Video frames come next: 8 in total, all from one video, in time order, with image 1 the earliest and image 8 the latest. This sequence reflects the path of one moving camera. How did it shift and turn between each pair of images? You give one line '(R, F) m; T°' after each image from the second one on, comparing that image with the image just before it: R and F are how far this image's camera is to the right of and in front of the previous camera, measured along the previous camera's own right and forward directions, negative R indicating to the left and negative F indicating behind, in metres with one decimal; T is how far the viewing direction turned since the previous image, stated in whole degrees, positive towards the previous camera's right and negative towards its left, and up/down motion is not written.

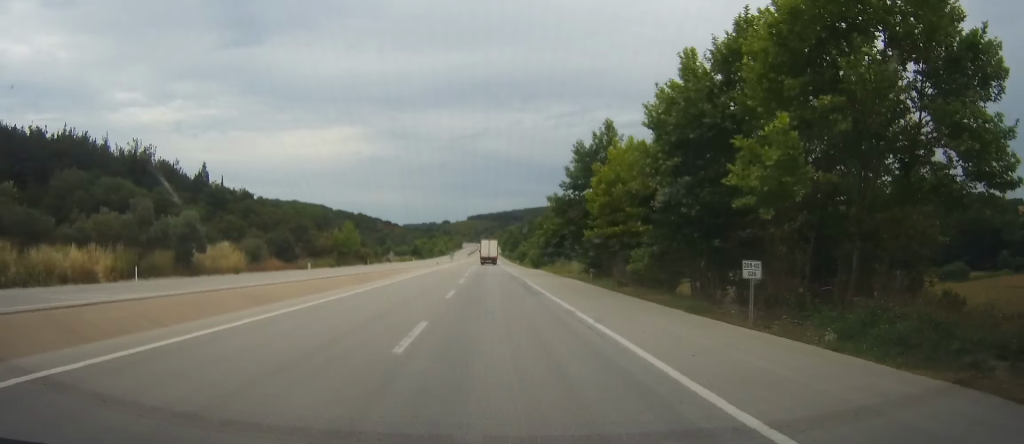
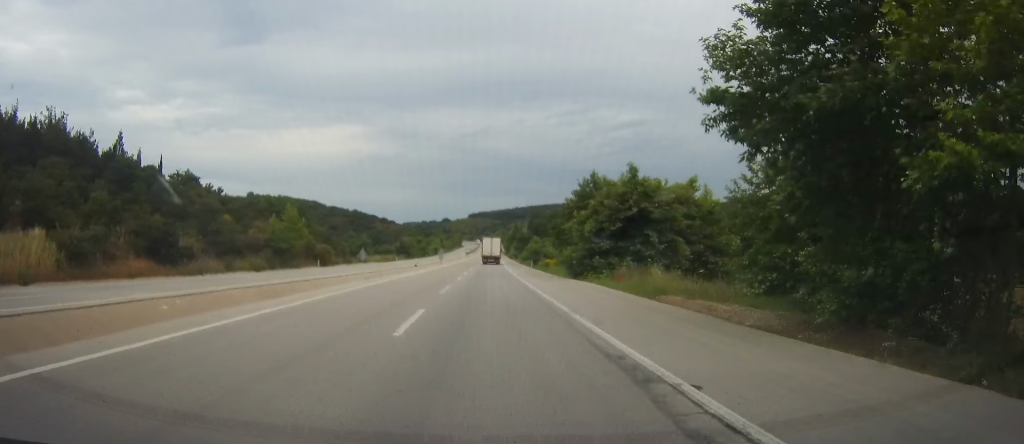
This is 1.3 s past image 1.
(-0.1, +33.4) m; 0°
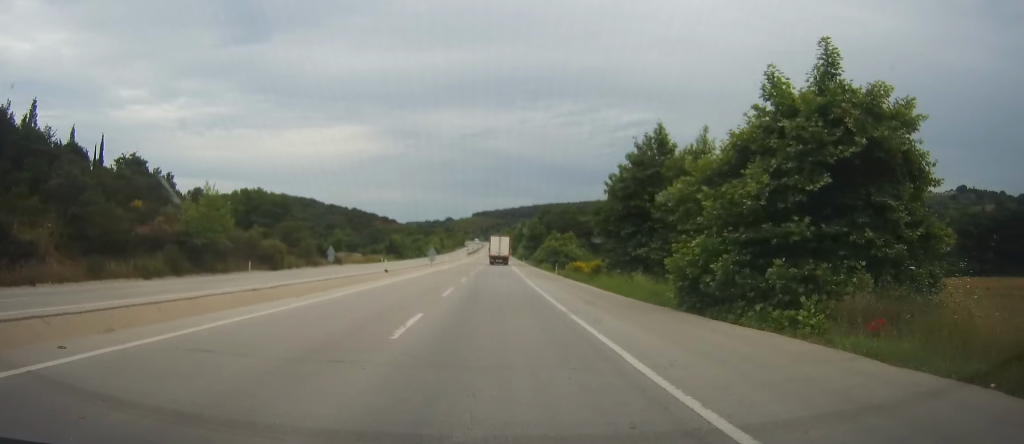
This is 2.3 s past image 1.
(0.0, +23.9) m; -1°
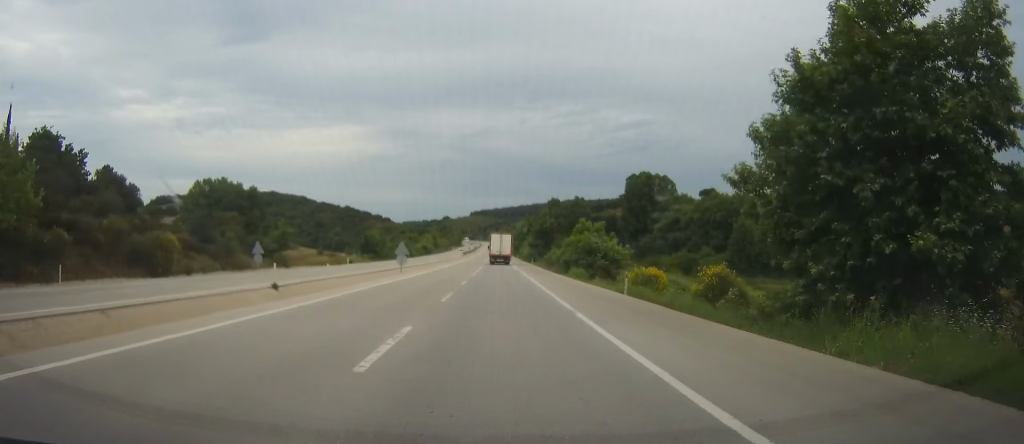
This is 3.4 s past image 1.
(-0.5, +27.3) m; 0°
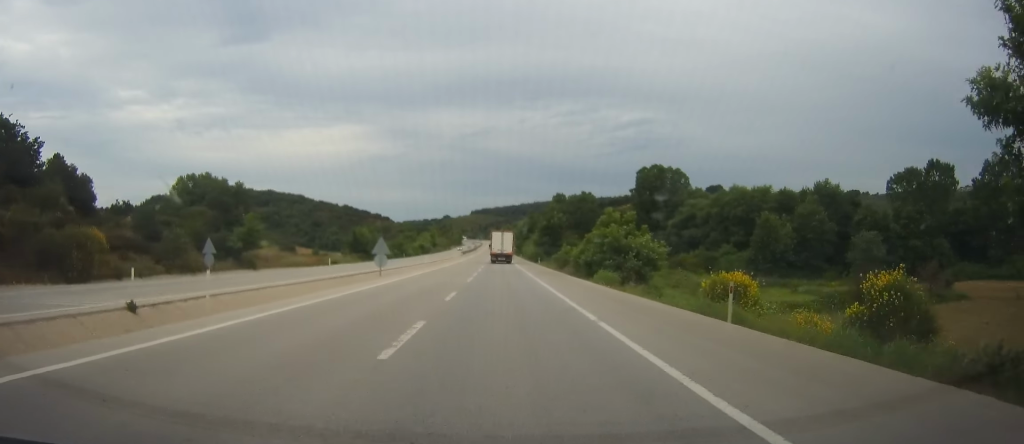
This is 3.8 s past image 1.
(+0.1, +10.9) m; 0°
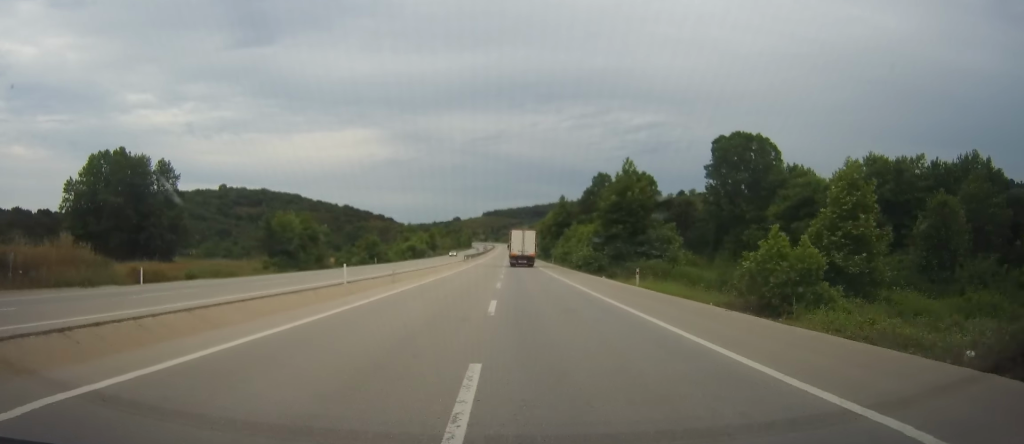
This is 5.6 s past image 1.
(+0.6, +46.9) m; +1°
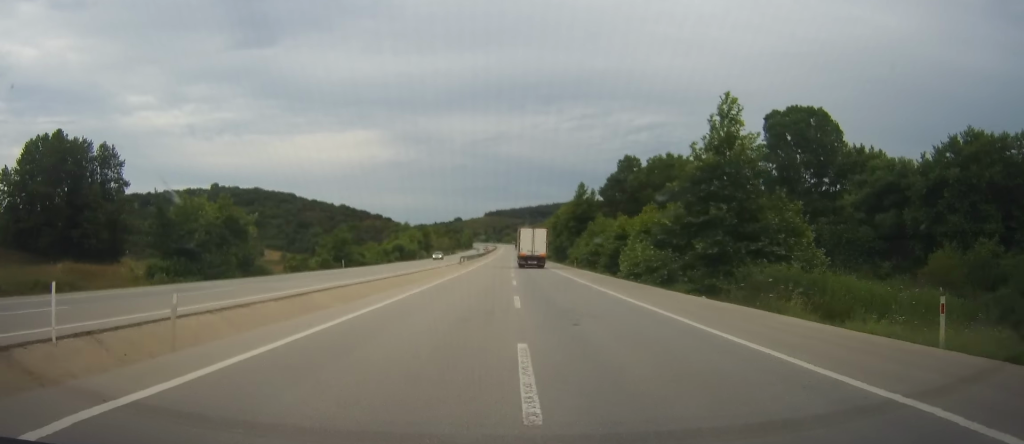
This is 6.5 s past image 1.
(0.0, +21.5) m; 0°
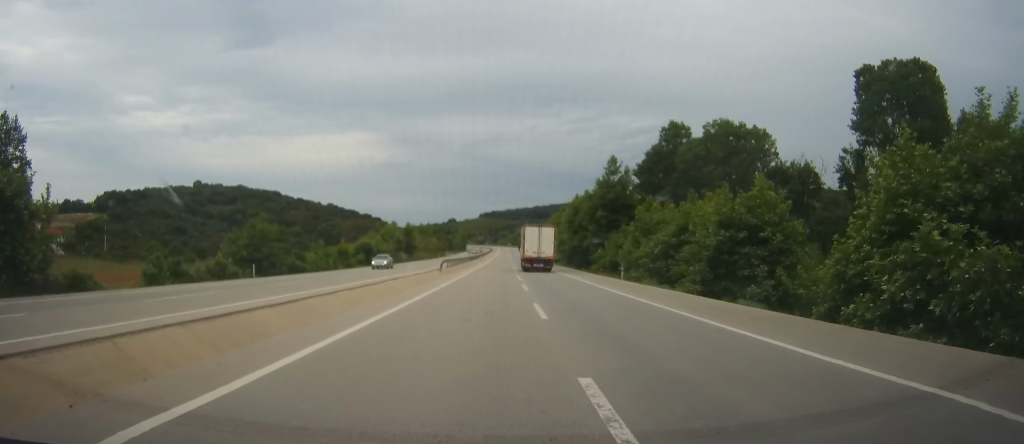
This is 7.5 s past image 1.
(0.0, +25.4) m; 0°
